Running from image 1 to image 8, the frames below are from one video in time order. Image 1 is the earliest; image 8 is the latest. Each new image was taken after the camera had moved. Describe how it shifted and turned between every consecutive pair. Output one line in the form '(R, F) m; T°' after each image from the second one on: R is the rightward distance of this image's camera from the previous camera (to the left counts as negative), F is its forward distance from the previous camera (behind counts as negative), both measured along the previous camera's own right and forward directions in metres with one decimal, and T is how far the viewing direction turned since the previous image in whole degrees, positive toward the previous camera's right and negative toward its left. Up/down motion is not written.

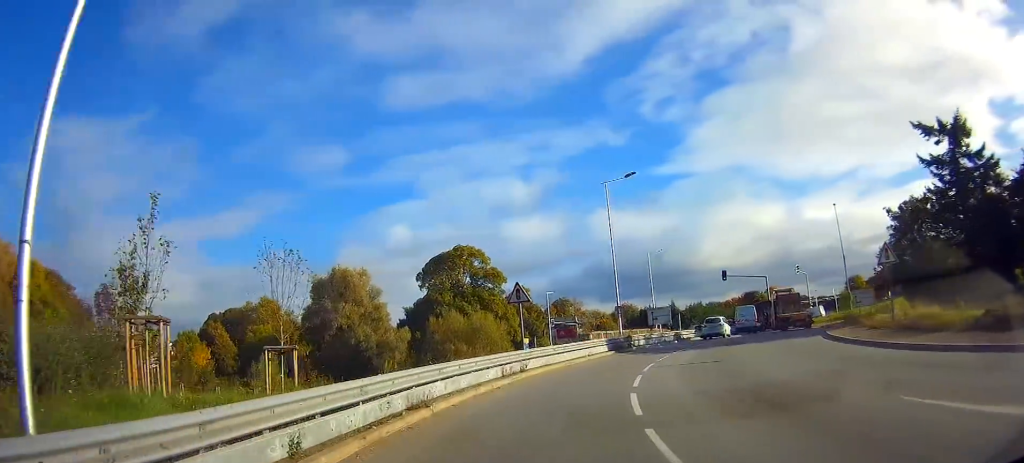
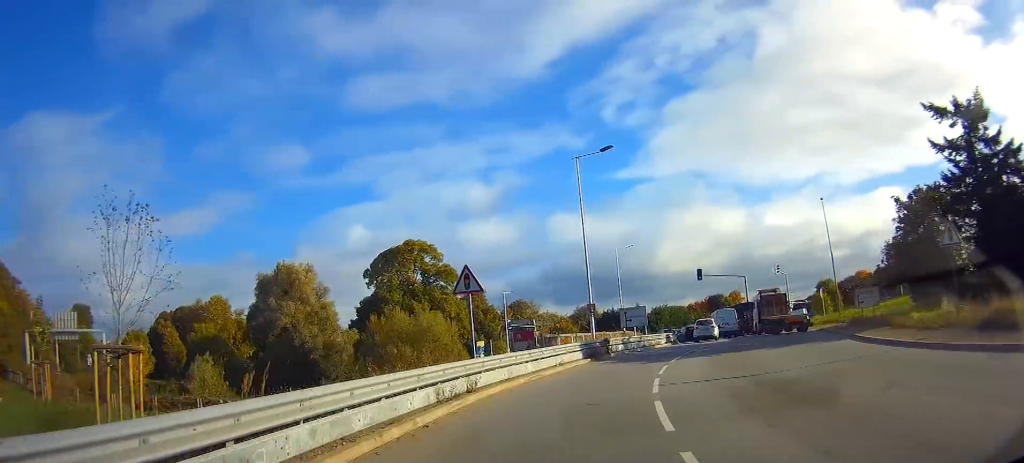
(+0.3, +6.2) m; +4°
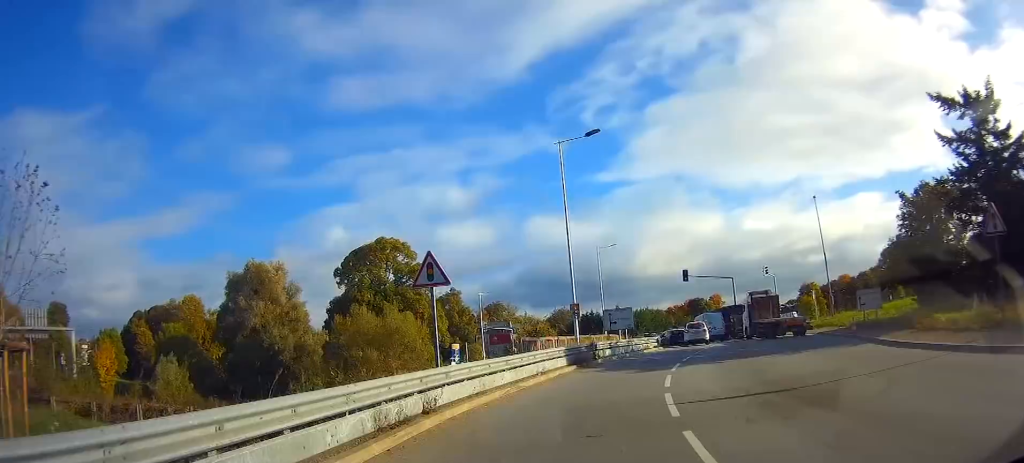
(0.0, +3.2) m; +2°
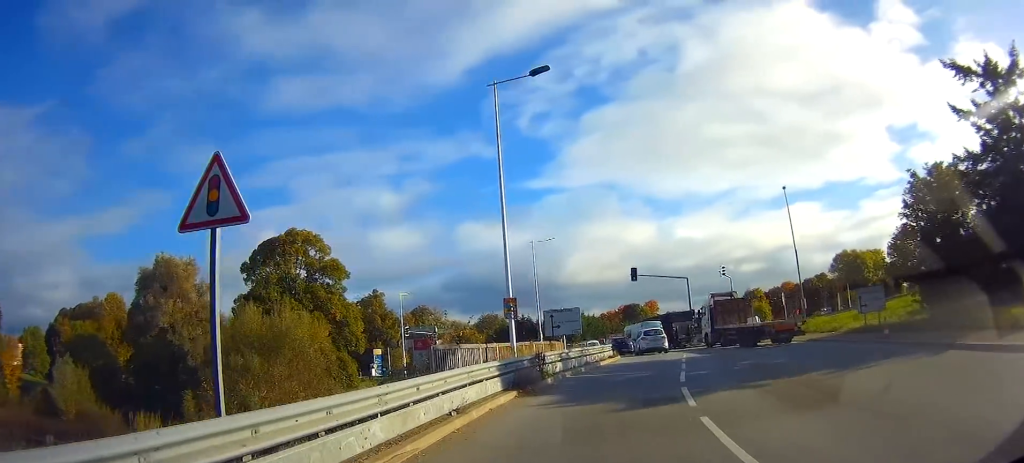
(+0.5, +8.0) m; +8°
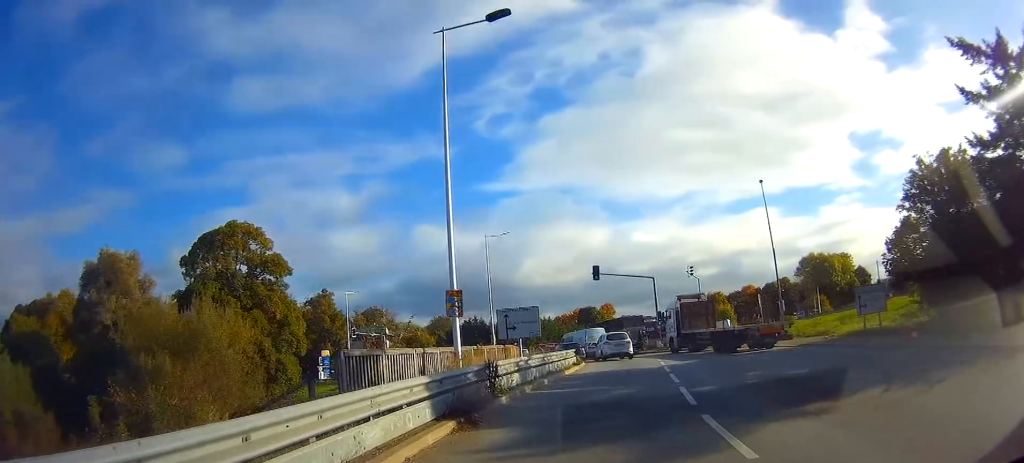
(+0.3, +4.2) m; +4°
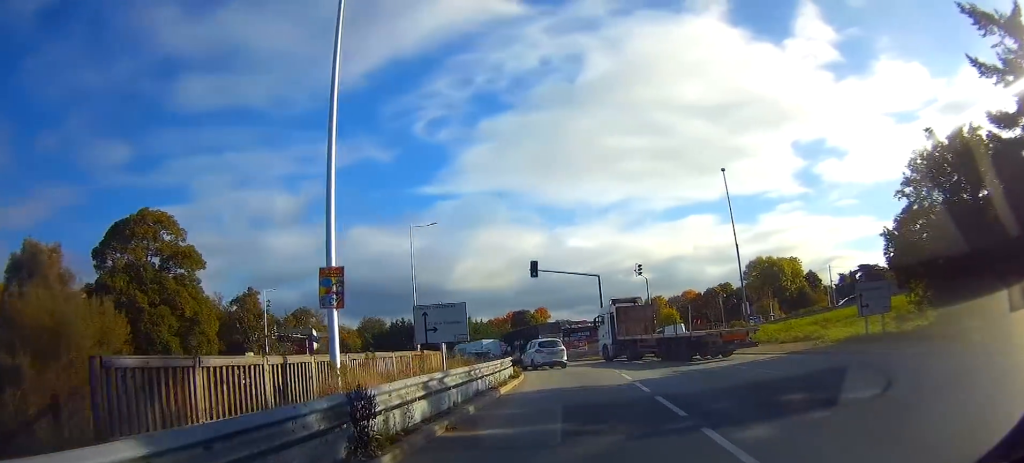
(+0.2, +5.6) m; +7°
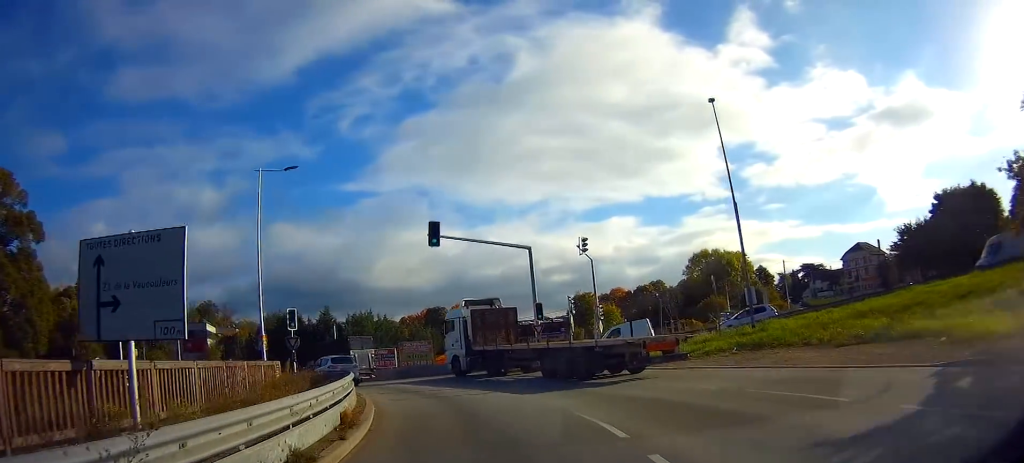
(+1.5, +14.1) m; +6°
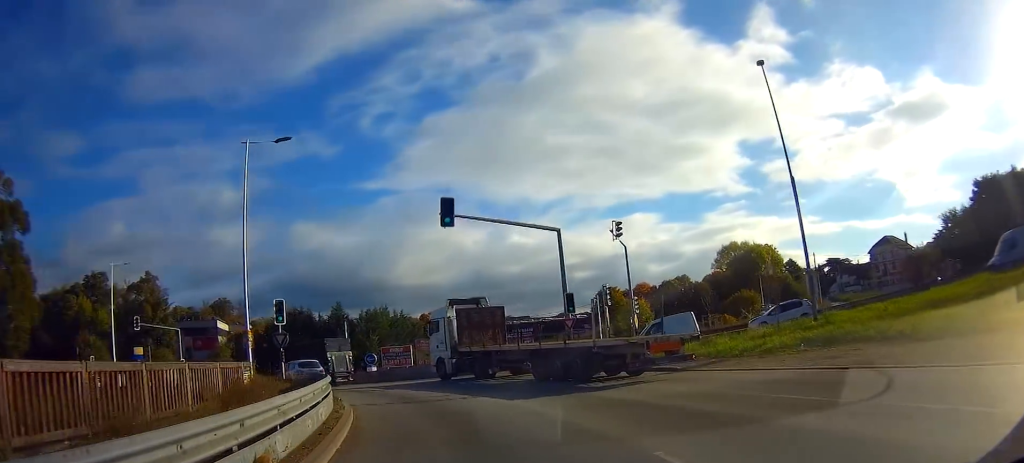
(-0.1, +3.9) m; -1°
